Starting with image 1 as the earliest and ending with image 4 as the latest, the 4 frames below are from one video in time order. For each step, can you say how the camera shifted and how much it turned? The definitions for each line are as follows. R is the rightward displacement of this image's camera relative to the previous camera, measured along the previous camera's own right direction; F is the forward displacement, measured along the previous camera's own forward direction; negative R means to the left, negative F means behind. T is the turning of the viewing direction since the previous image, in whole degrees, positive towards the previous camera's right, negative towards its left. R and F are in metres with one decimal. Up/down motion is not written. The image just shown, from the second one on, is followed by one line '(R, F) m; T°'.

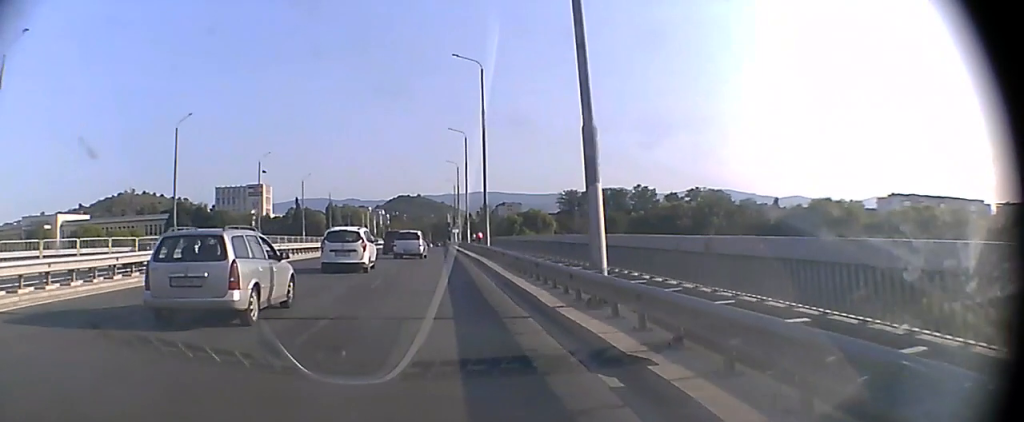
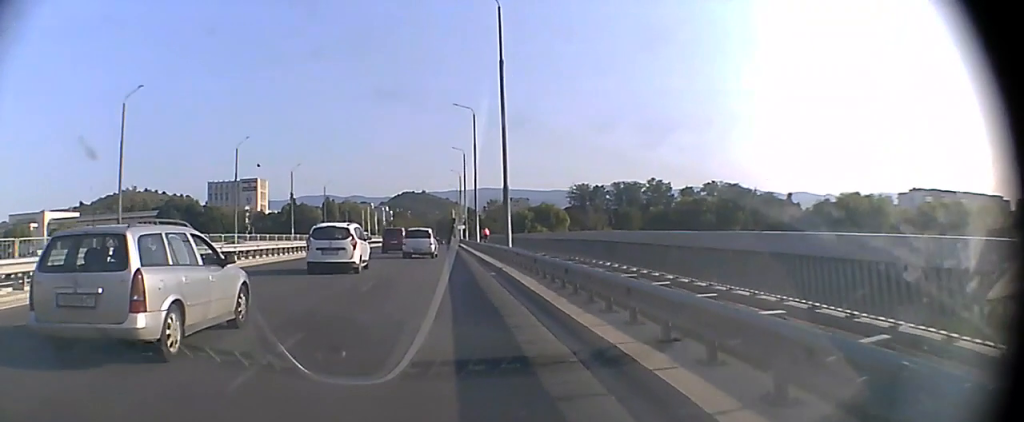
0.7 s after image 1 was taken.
(0.0, +12.4) m; 0°
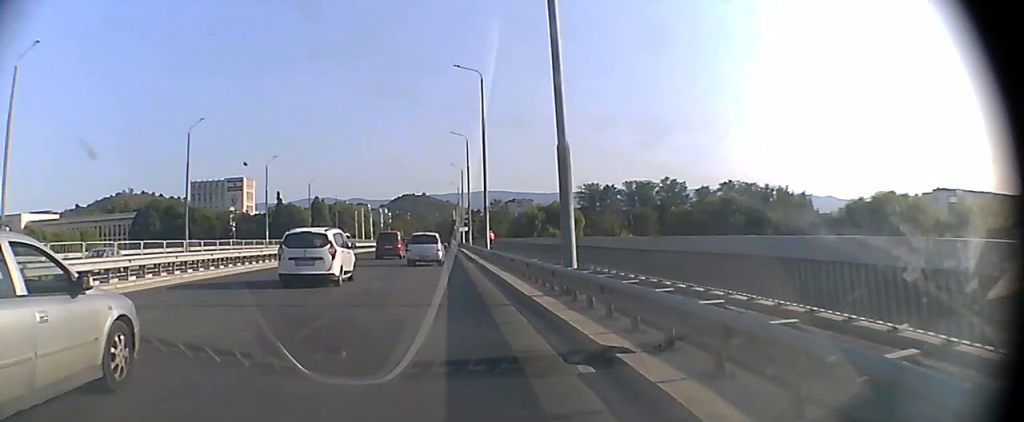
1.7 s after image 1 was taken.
(0.0, +15.9) m; 0°
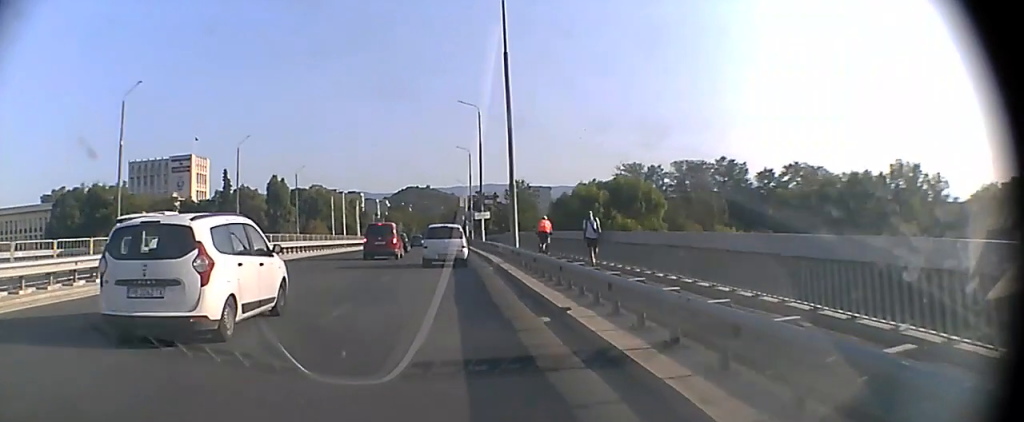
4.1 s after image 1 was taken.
(-0.2, +42.0) m; -1°
